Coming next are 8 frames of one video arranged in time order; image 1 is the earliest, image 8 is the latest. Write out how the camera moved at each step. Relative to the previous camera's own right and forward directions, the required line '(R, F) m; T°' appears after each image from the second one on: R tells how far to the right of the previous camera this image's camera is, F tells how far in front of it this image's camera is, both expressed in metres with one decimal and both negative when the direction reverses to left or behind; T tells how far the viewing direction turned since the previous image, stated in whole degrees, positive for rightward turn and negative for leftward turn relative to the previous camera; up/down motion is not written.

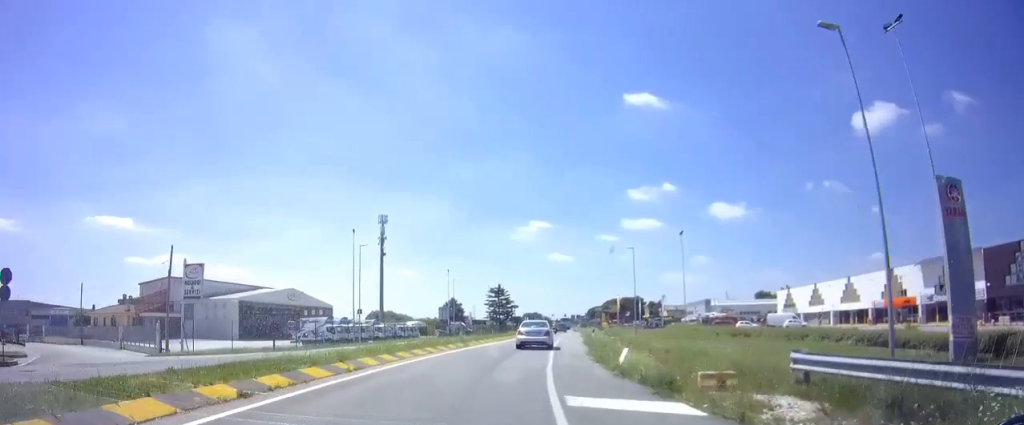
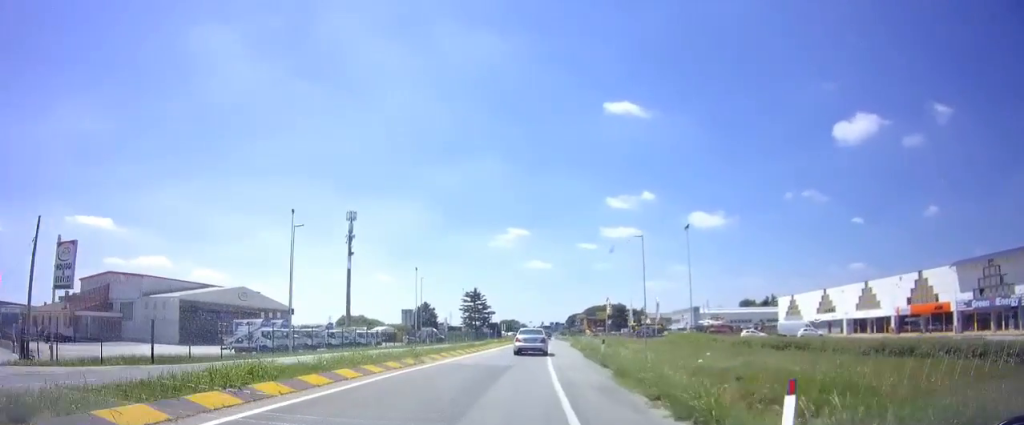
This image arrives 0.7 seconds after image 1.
(0.0, +9.9) m; +2°
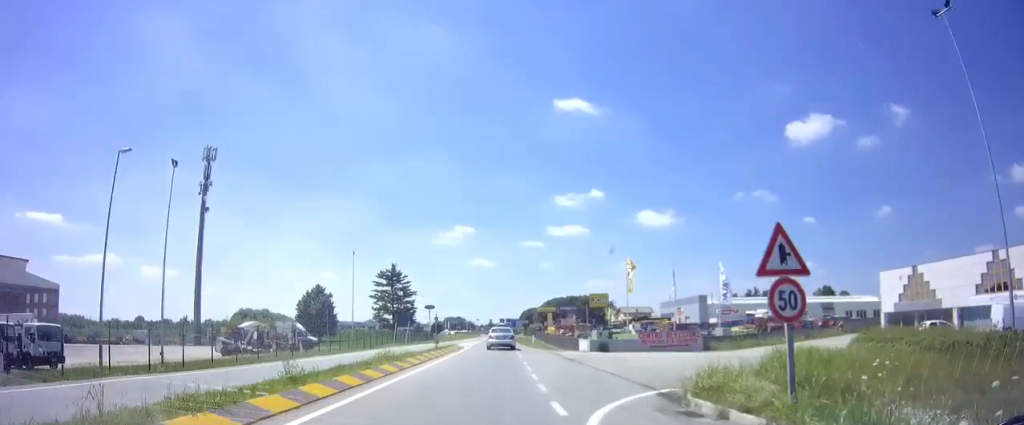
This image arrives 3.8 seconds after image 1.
(+3.1, +44.9) m; +4°
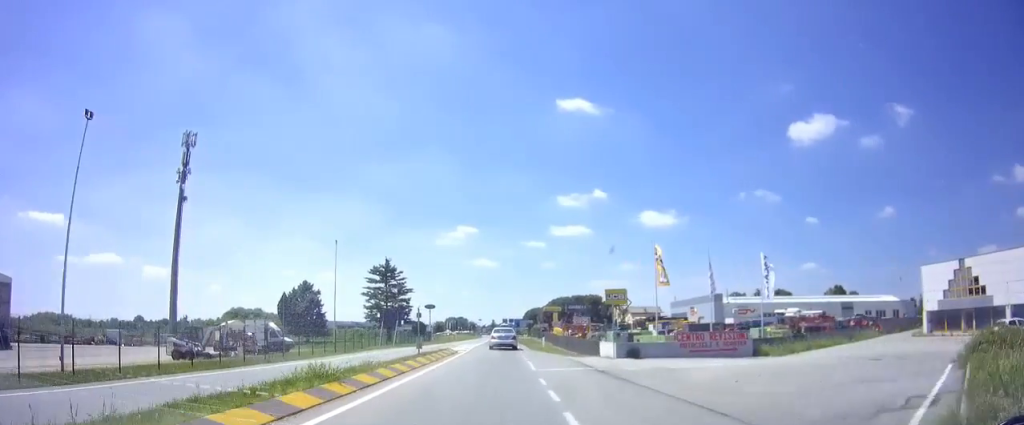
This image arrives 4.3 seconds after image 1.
(0.0, +7.3) m; -1°
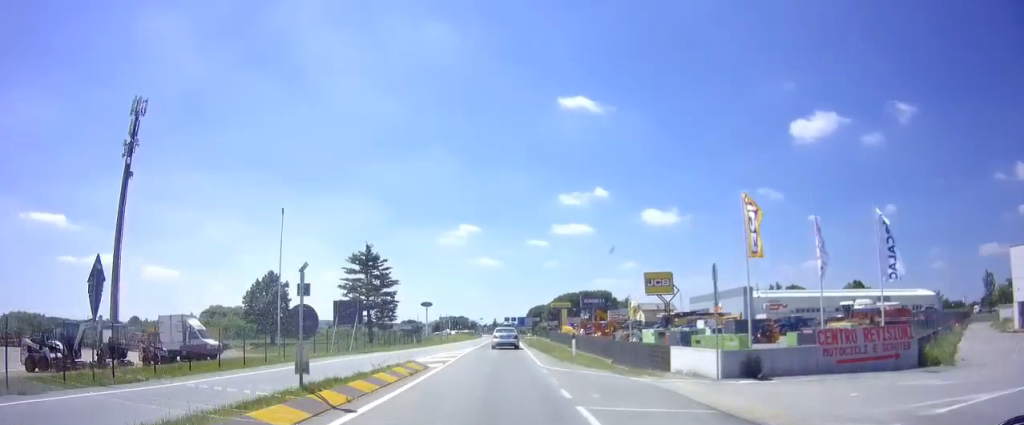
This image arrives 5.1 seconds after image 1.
(-0.4, +13.2) m; 0°
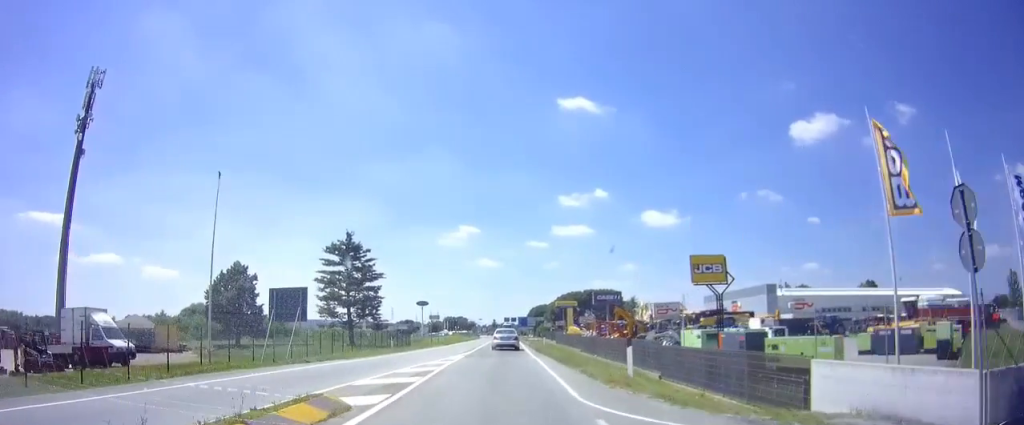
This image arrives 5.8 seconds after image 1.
(+0.3, +10.3) m; +1°
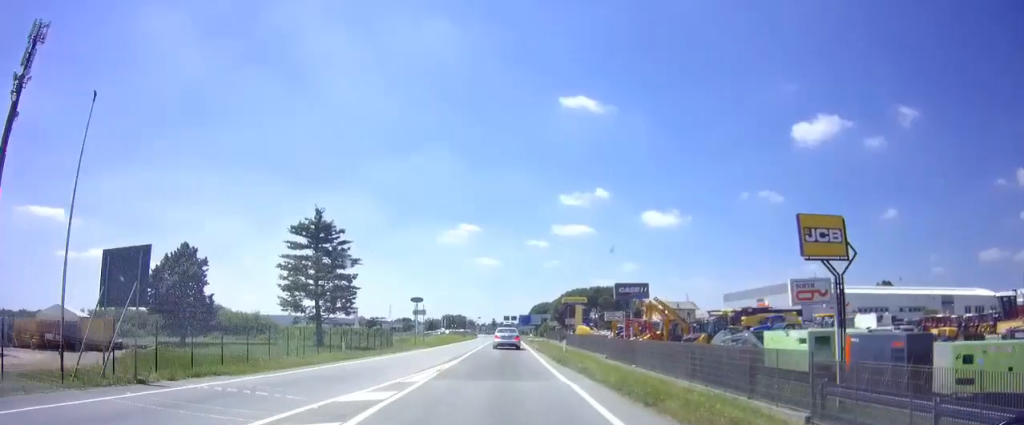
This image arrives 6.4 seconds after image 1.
(+0.1, +10.4) m; +1°
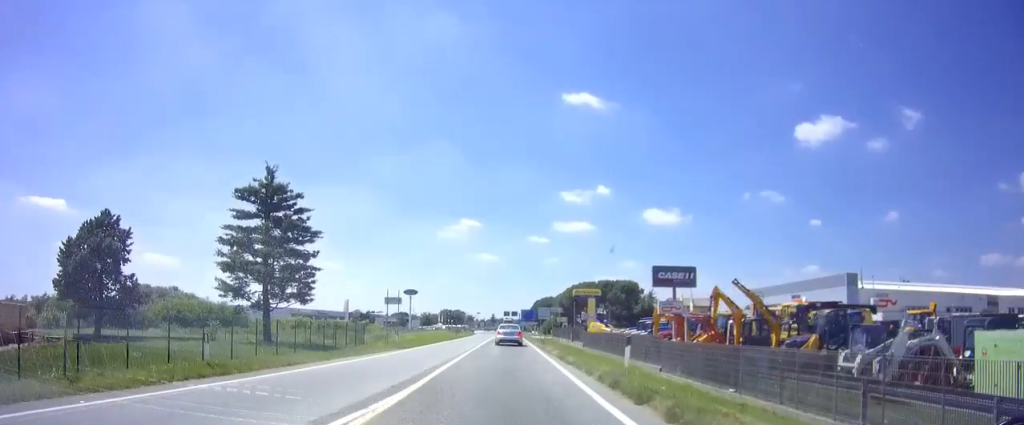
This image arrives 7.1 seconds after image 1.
(0.0, +12.1) m; +1°
